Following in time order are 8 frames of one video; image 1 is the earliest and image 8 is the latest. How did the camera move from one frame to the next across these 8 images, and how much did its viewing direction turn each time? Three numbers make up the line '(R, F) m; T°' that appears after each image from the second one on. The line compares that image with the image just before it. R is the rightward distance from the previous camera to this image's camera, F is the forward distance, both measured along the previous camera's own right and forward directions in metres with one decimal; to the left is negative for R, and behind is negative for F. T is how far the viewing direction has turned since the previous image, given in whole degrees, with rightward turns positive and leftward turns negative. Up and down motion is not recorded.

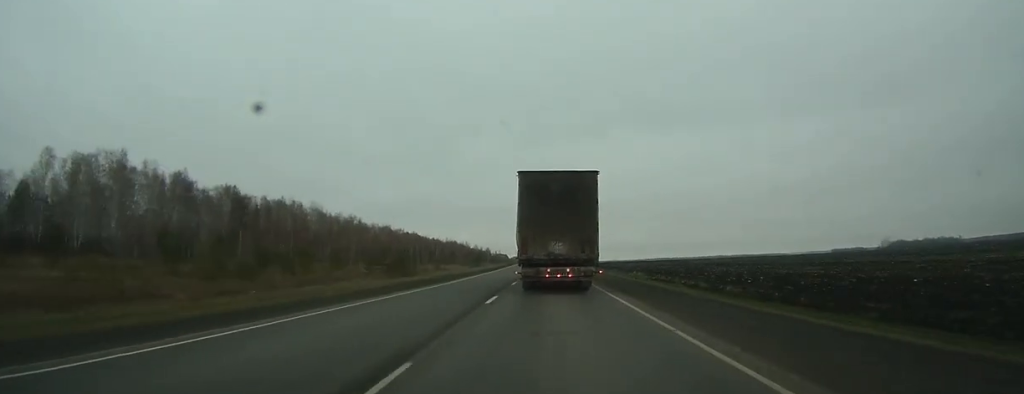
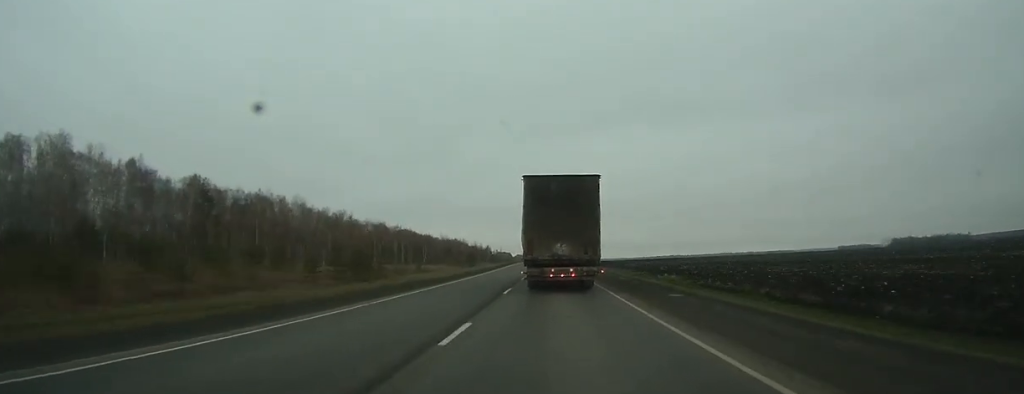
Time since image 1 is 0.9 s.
(+0.1, +19.6) m; 0°
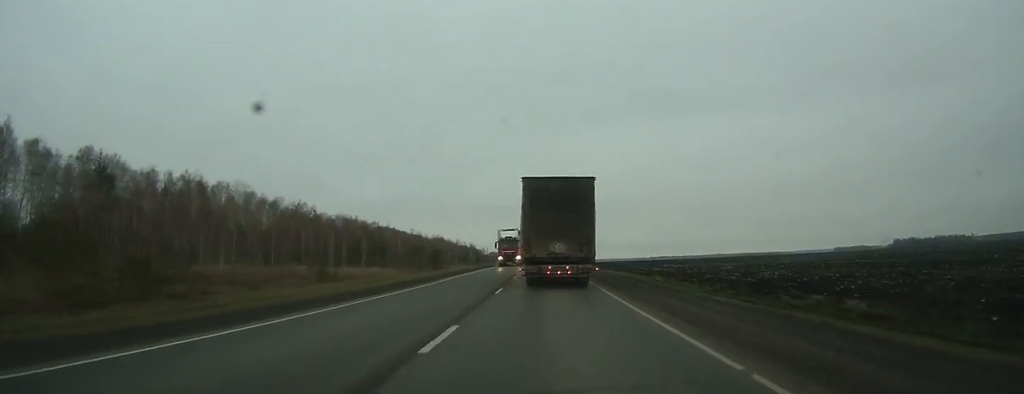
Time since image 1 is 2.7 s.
(0.0, +36.6) m; 0°
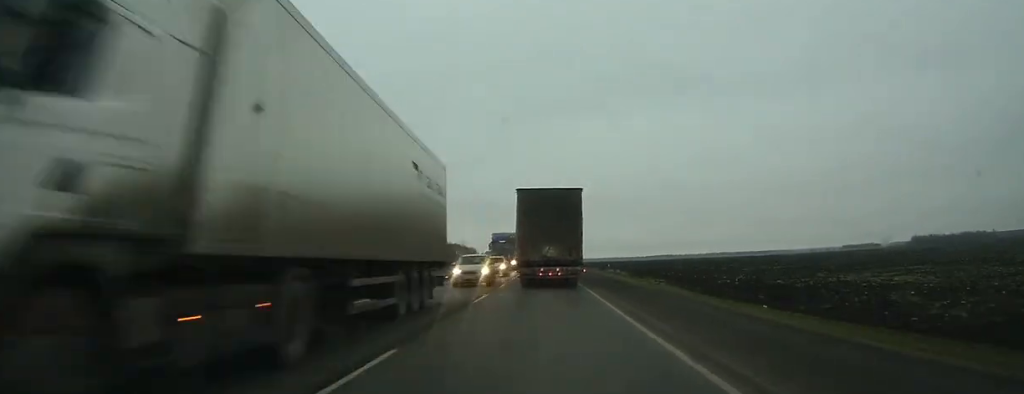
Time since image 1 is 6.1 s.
(-0.3, +74.1) m; 0°
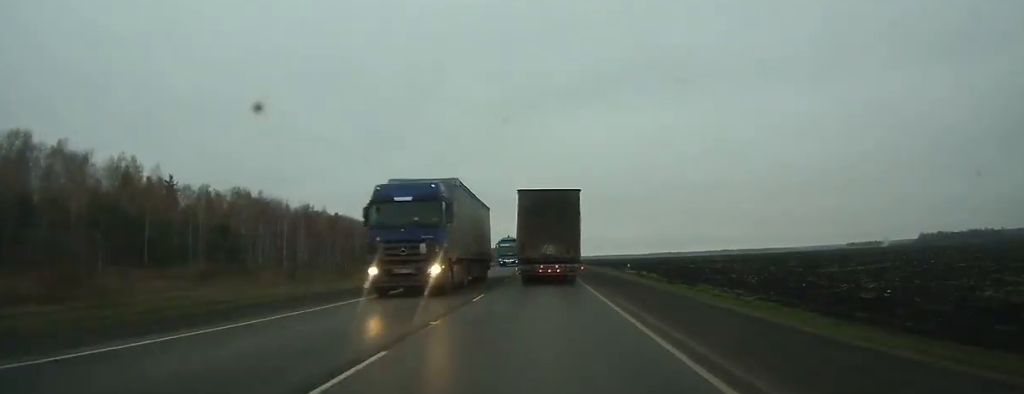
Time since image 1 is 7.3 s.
(+0.1, +24.6) m; 0°
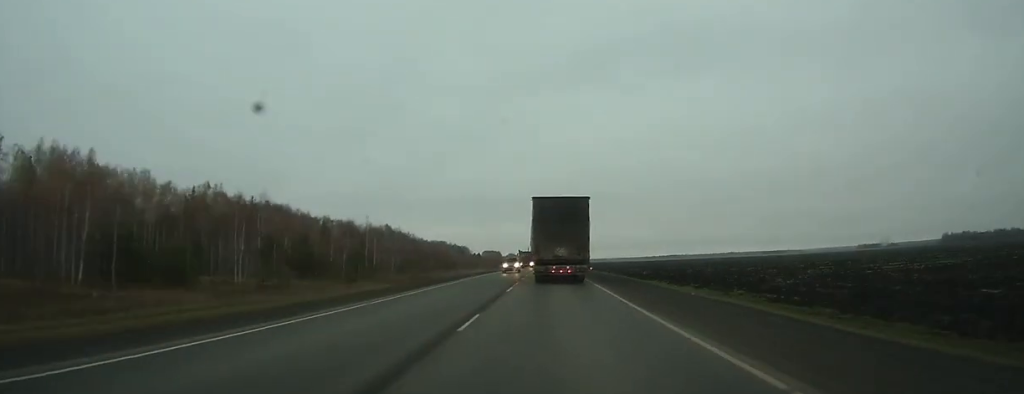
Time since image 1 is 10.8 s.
(-0.1, +78.3) m; 0°
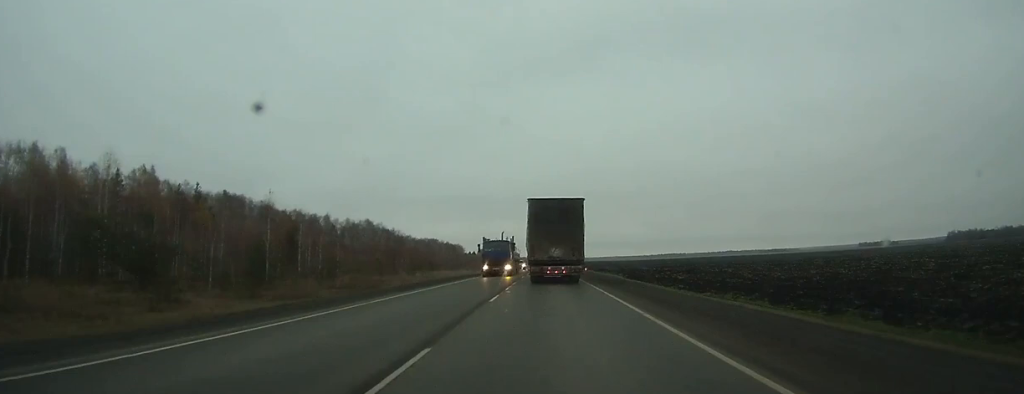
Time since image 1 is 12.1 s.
(+0.1, +28.7) m; 0°
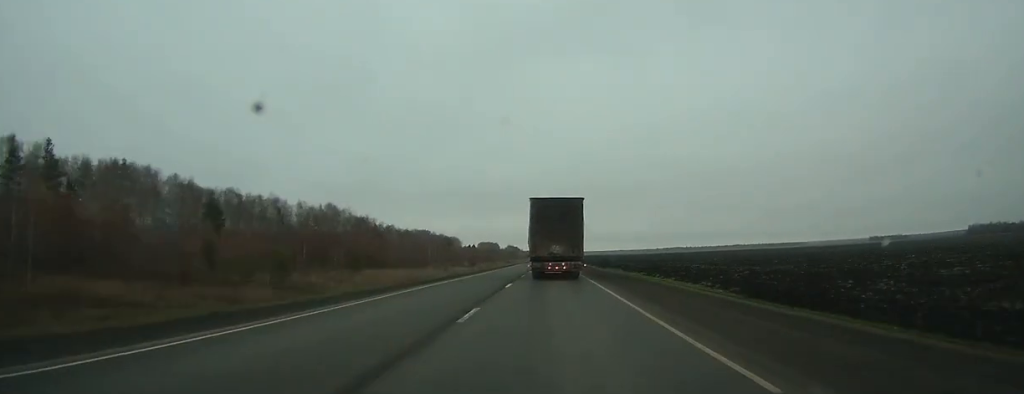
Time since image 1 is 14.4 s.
(-0.1, +54.3) m; 0°
